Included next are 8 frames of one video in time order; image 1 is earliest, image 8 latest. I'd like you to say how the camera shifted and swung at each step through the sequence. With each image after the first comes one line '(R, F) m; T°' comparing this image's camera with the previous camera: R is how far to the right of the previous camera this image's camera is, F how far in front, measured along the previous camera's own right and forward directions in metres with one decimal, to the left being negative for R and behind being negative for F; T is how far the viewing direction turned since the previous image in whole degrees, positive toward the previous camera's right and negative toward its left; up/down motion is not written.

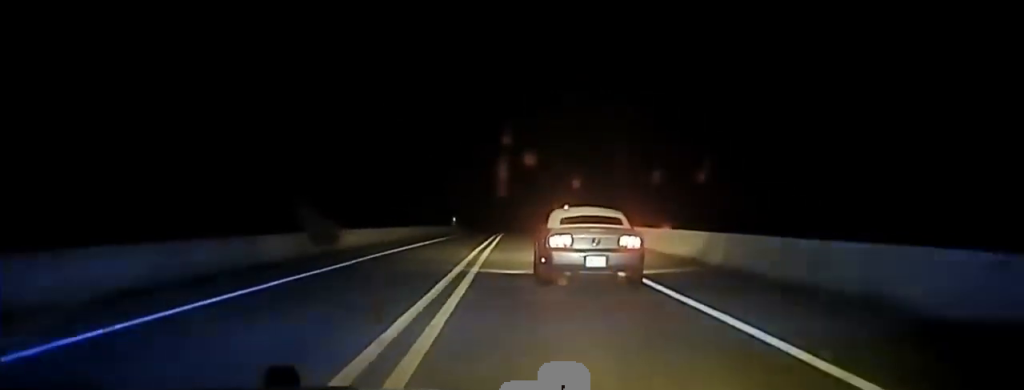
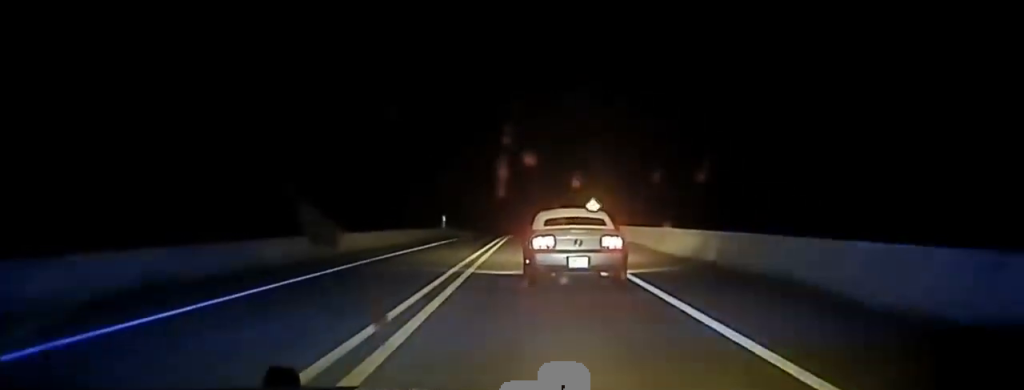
(+0.4, +29.4) m; 0°
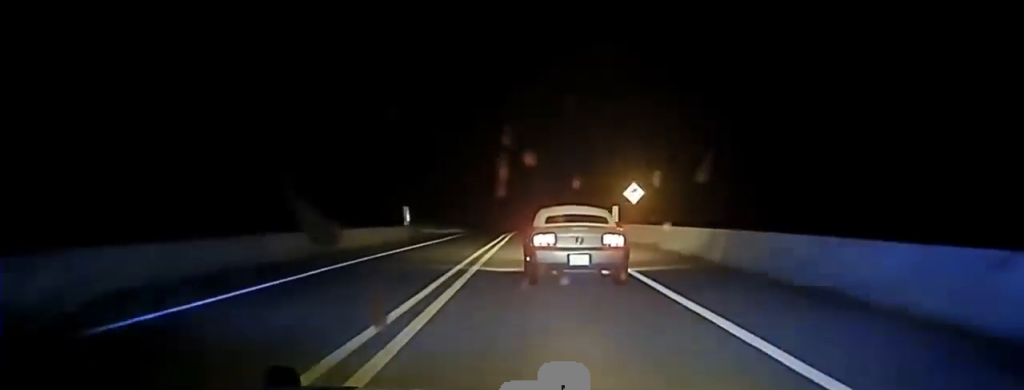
(-0.3, +29.6) m; -1°
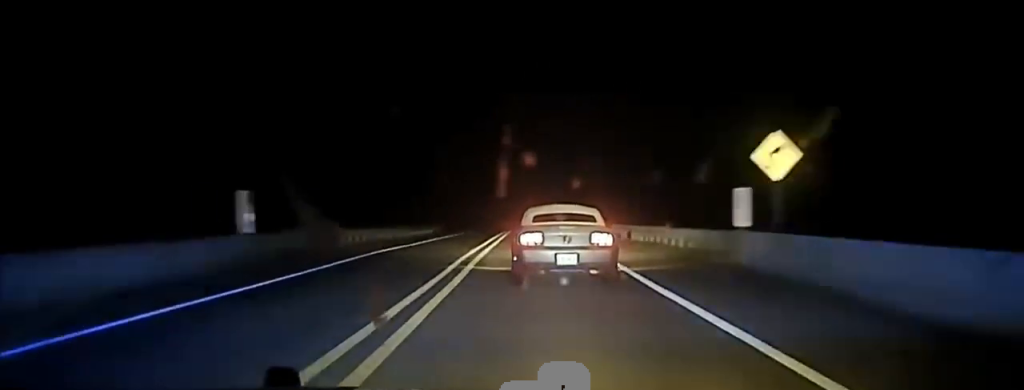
(-0.1, +30.3) m; 0°
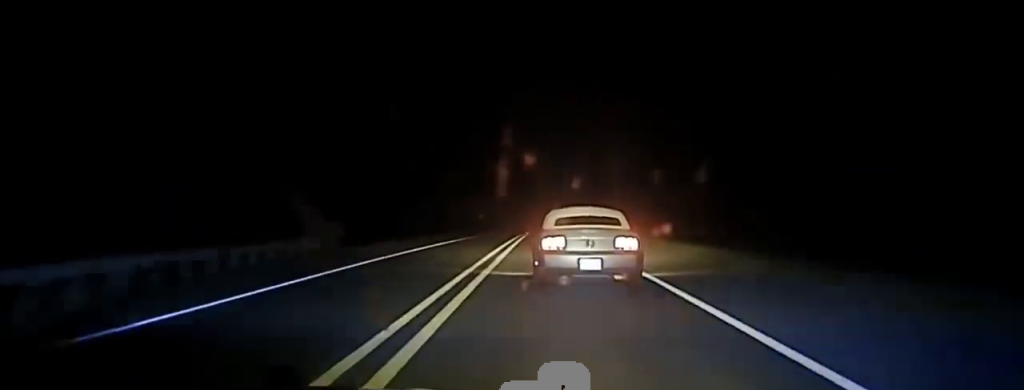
(-0.2, +52.0) m; -1°
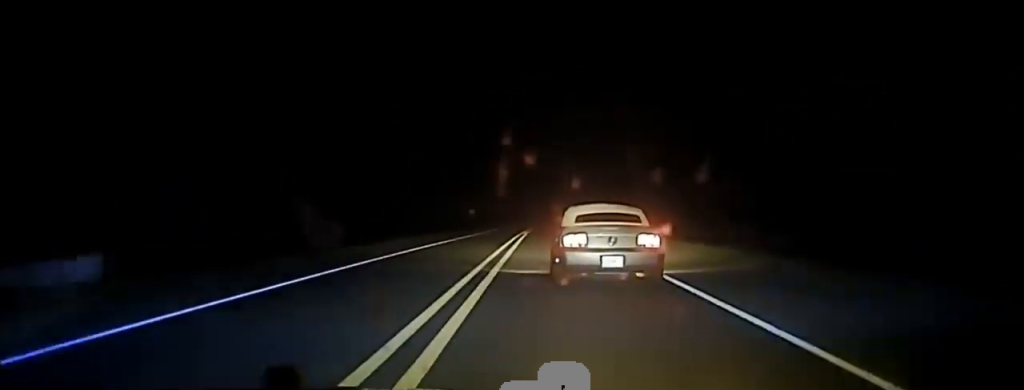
(0.0, +18.4) m; 0°
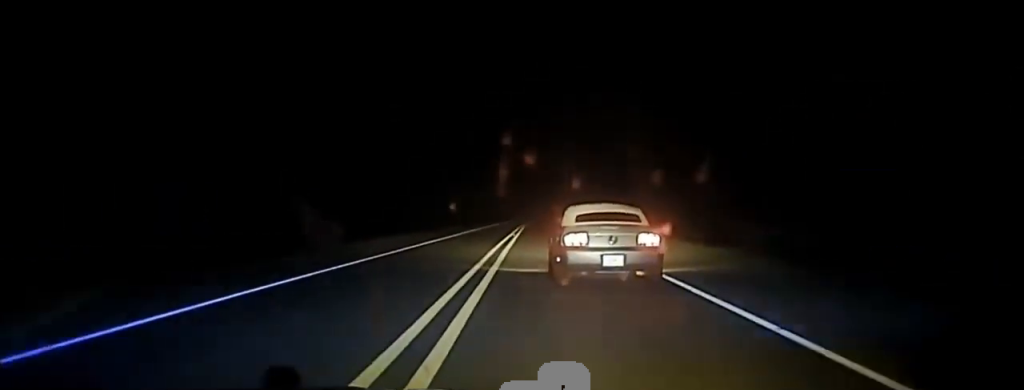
(-0.1, +21.1) m; 0°
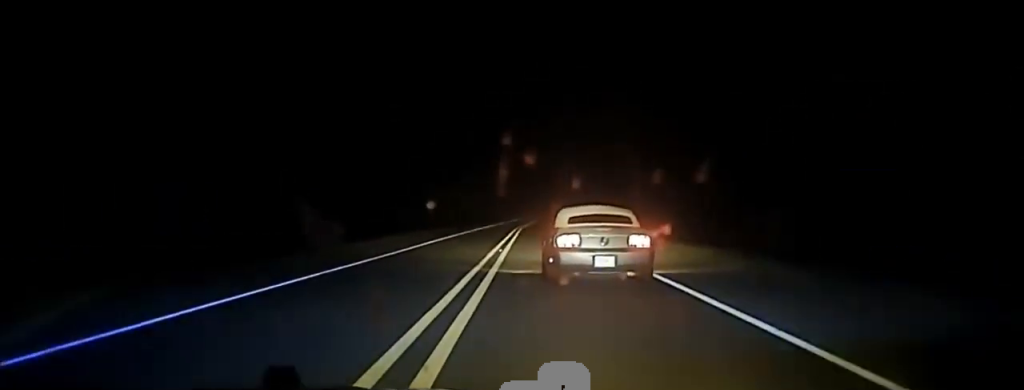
(+0.1, +24.6) m; 0°
